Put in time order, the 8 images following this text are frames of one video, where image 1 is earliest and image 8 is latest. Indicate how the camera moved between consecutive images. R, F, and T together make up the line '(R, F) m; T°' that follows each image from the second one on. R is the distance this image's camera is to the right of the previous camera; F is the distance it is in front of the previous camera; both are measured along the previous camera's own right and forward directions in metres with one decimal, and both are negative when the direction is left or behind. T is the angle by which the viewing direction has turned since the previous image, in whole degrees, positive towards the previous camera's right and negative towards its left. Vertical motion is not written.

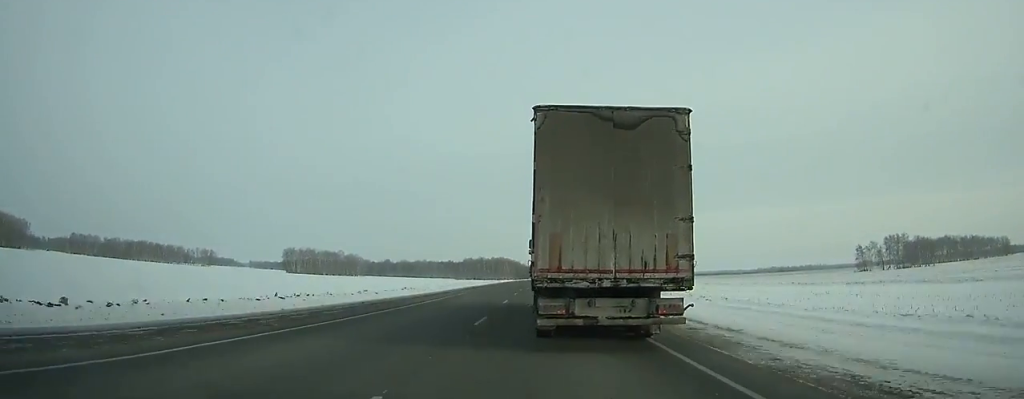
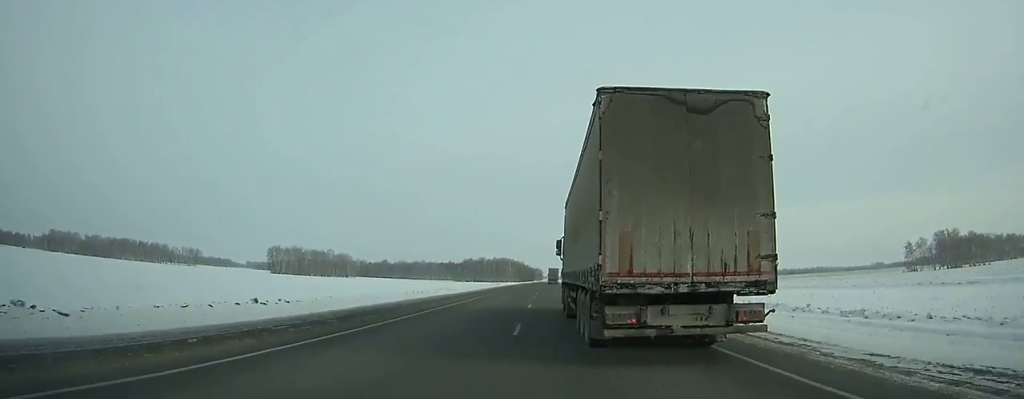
(+0.2, +40.9) m; +1°
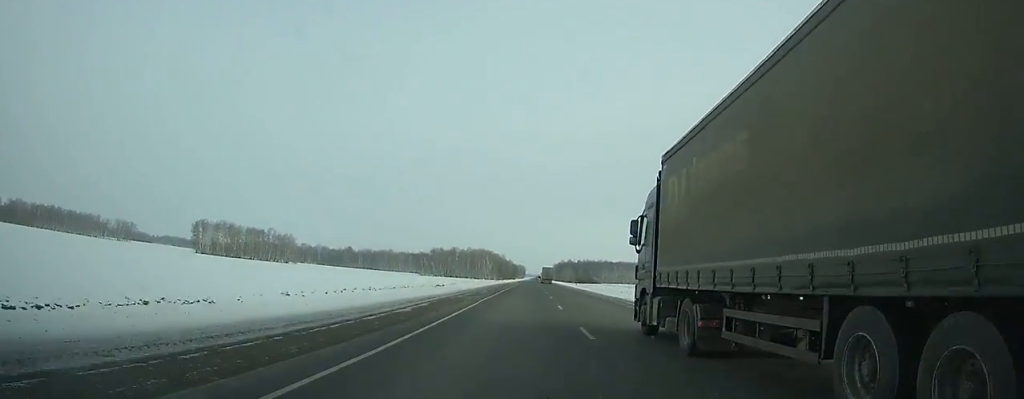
(+0.8, +86.6) m; +1°
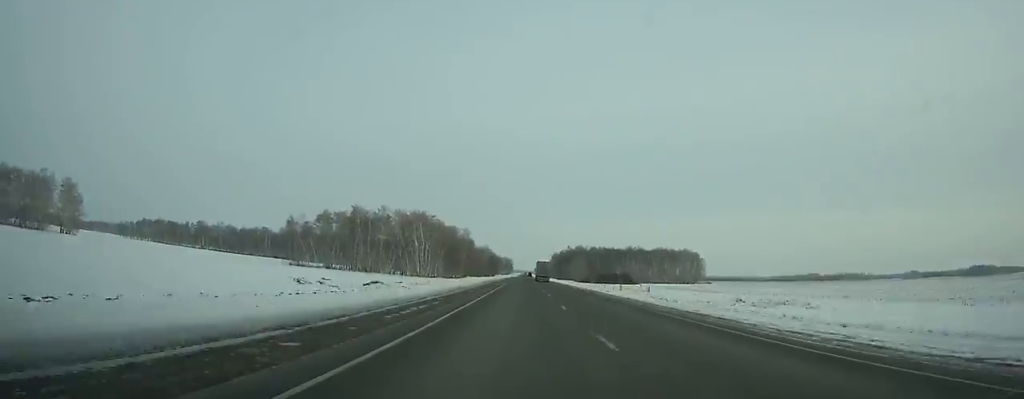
(+2.2, +199.1) m; 0°
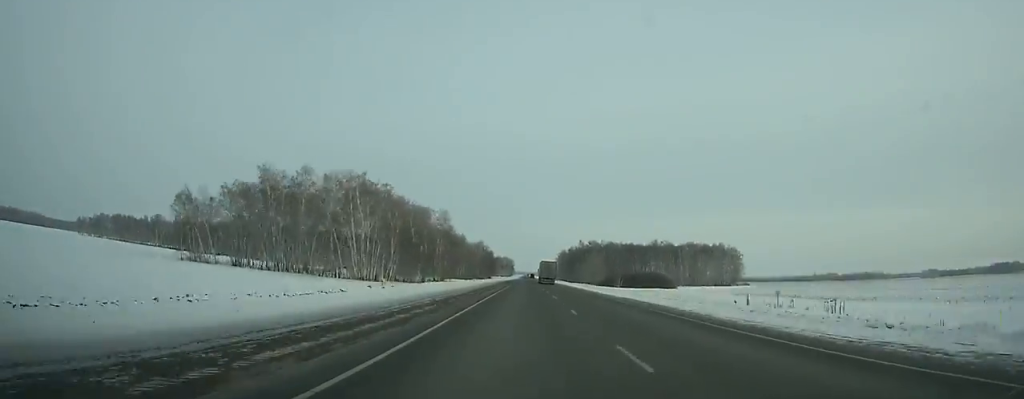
(-0.2, +63.4) m; 0°
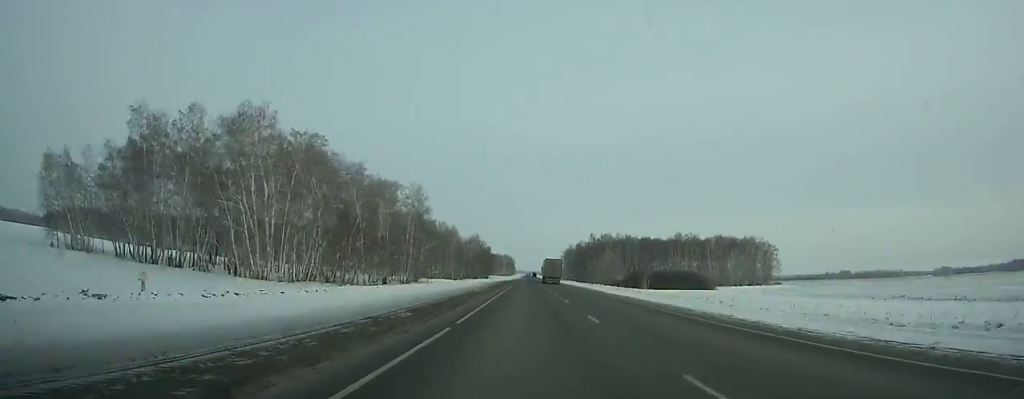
(0.0, +39.8) m; 0°
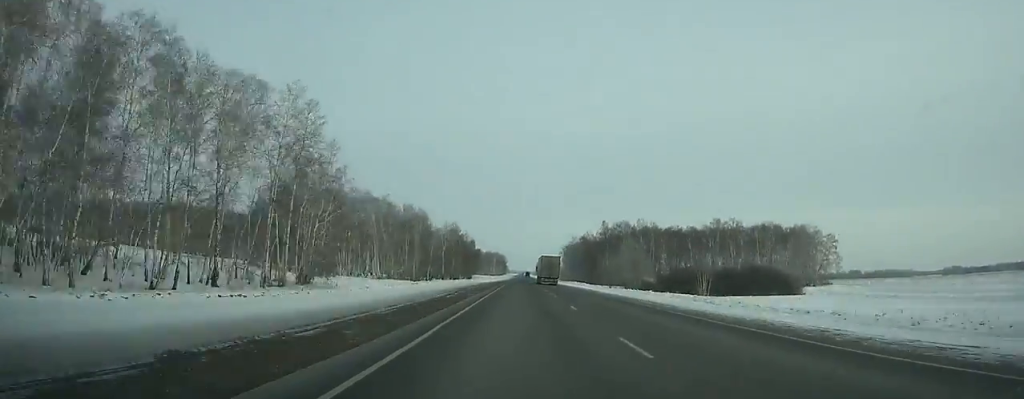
(-0.1, +55.2) m; 0°
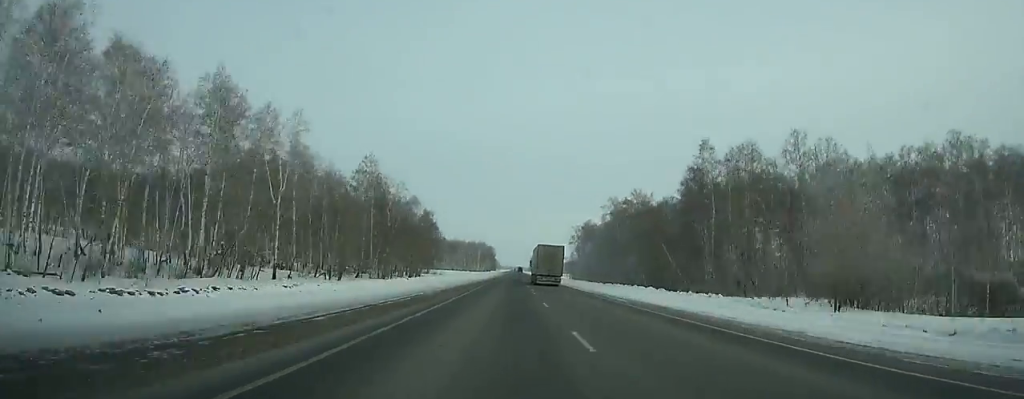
(+1.0, +105.5) m; +1°
